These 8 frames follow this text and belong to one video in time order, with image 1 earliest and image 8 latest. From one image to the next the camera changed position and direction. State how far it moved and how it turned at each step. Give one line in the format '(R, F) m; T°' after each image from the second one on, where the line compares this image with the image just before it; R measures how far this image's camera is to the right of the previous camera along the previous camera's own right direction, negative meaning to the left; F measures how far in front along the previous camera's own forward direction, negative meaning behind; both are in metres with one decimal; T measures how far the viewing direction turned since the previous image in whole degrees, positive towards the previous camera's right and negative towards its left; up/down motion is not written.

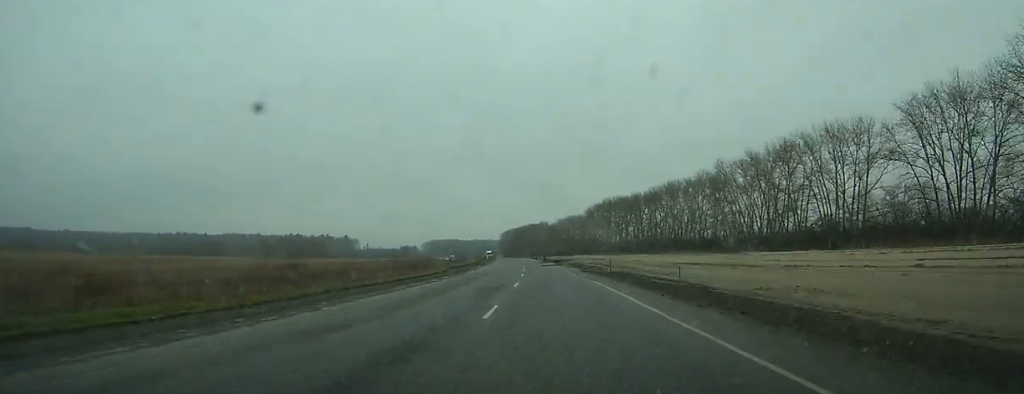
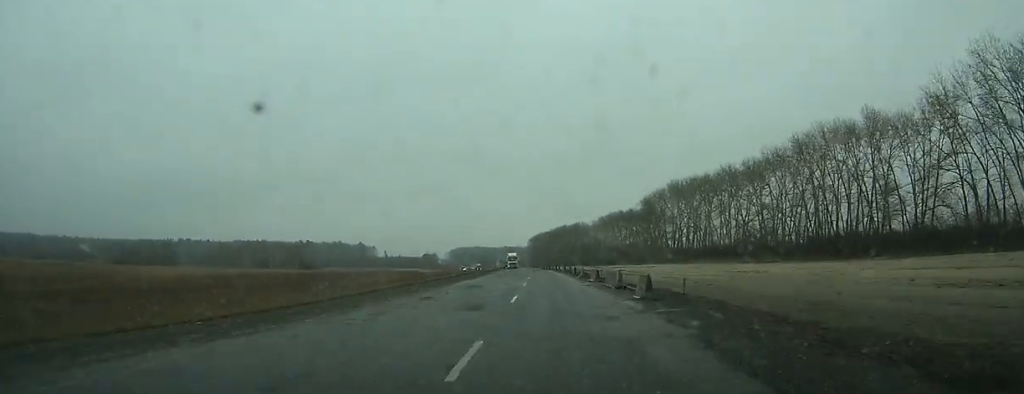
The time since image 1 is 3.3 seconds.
(-1.6, +74.0) m; -2°
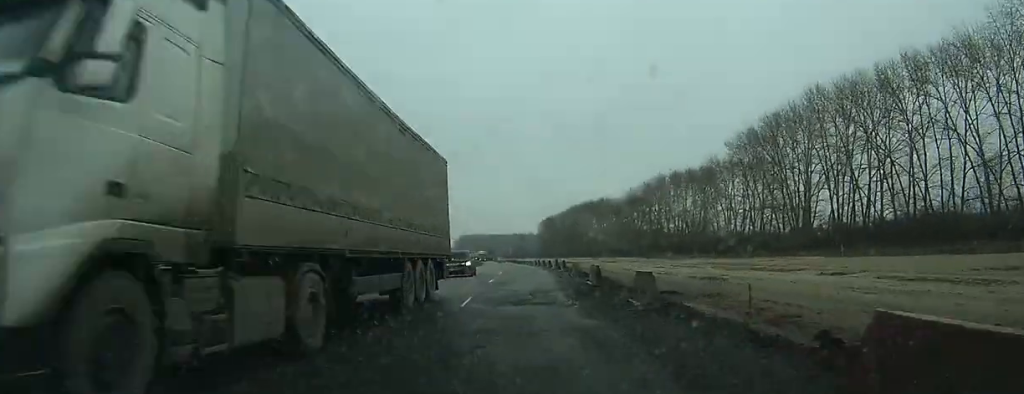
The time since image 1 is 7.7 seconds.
(-1.9, +93.6) m; -3°
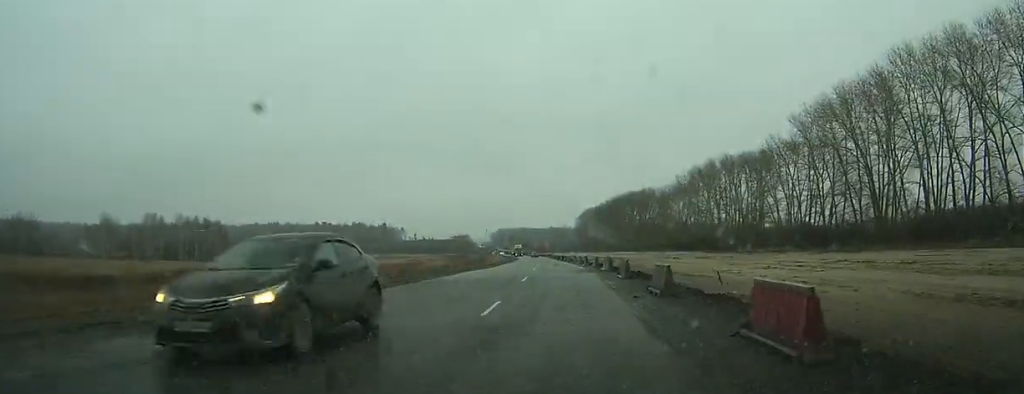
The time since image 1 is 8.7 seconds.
(+0.1, +18.5) m; -1°
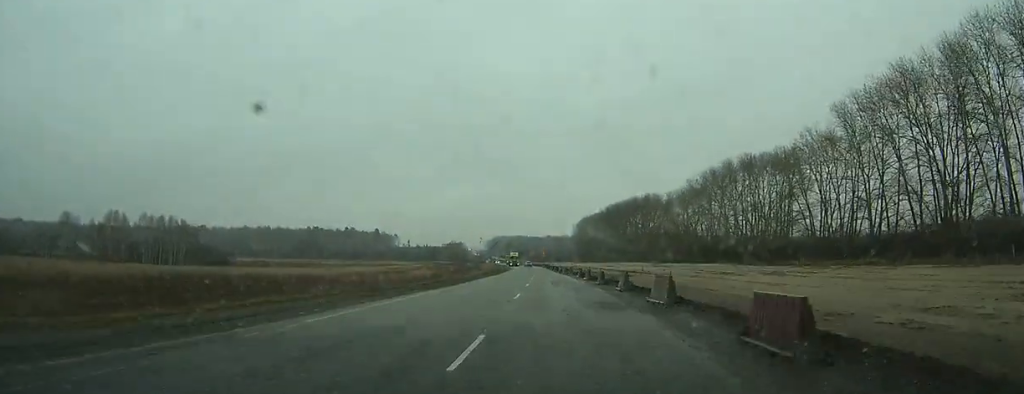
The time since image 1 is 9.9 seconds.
(-0.4, +18.4) m; -1°
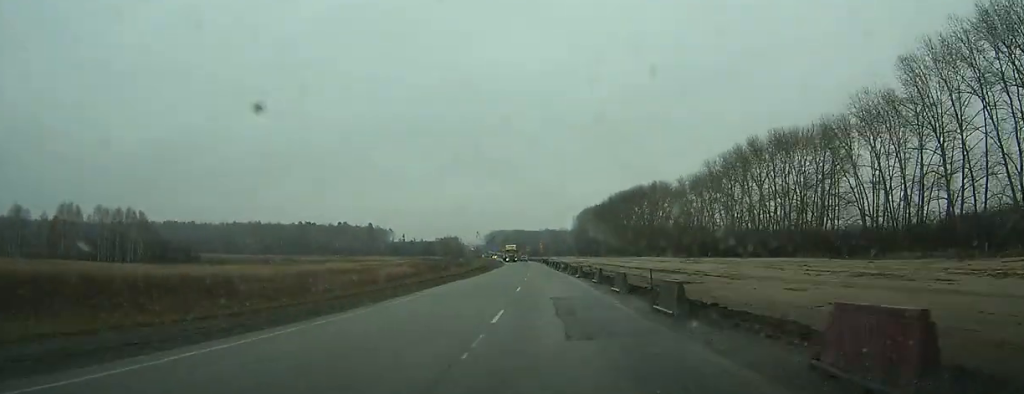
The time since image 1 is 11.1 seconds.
(-0.2, +19.2) m; -1°
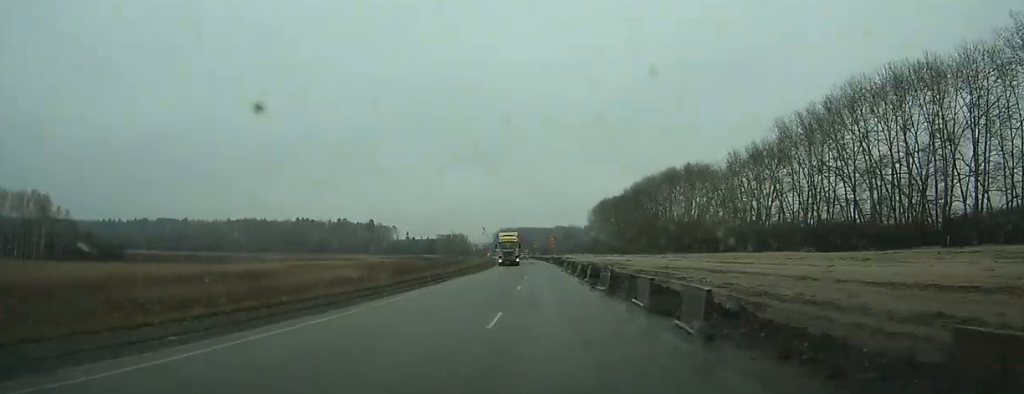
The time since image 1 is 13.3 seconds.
(-0.4, +35.1) m; -1°
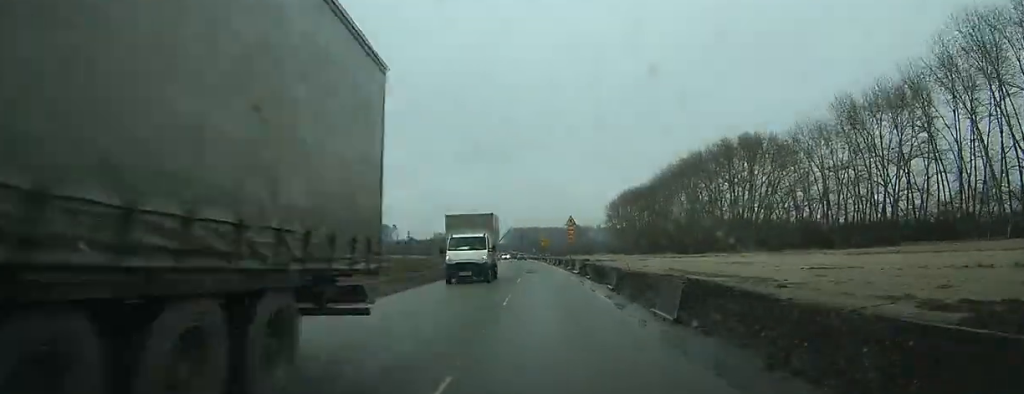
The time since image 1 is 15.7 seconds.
(-0.4, +42.1) m; -2°
